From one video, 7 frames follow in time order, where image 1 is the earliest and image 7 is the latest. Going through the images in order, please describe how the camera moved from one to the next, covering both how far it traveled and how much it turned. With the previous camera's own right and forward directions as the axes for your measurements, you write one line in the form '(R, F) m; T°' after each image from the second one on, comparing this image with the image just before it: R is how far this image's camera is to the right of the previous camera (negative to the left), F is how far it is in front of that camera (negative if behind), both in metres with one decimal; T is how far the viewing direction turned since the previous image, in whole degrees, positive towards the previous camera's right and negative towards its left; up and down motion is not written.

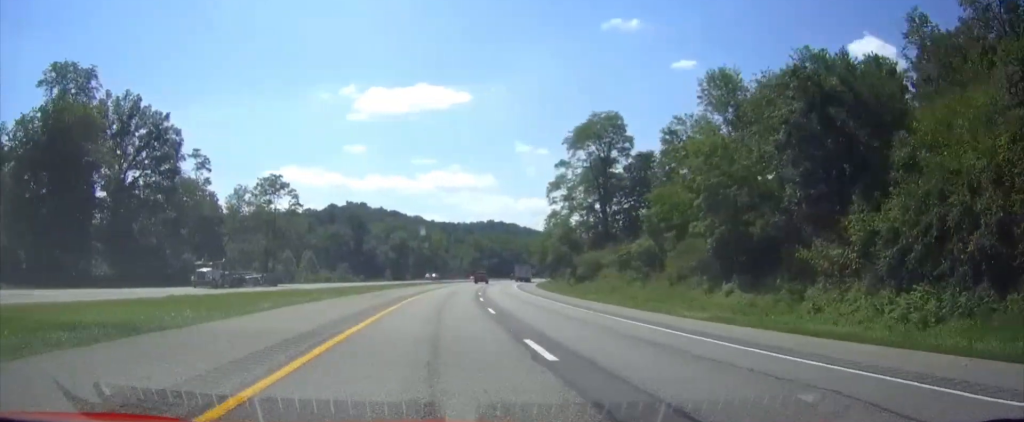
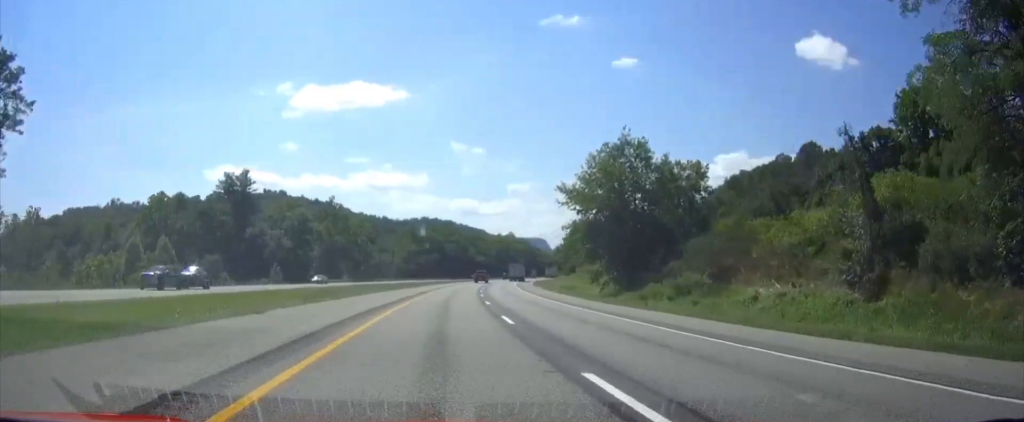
(+4.0, +77.5) m; +6°
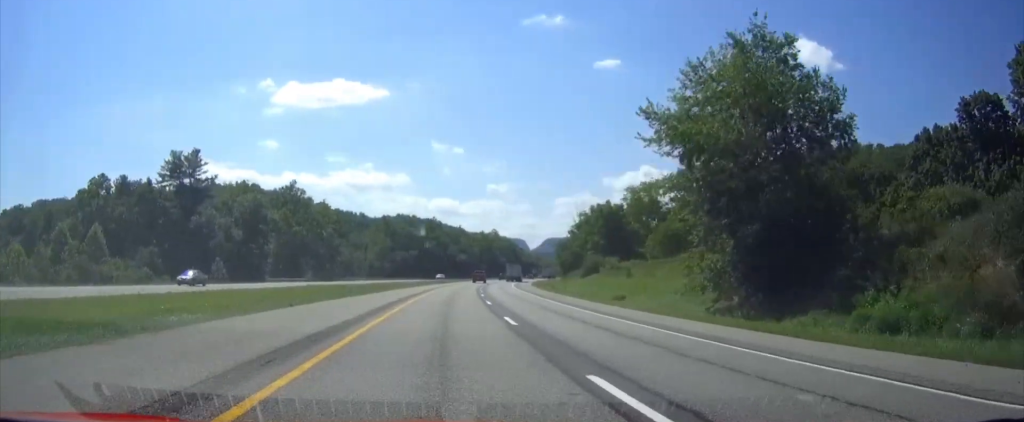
(+0.4, +24.6) m; +2°
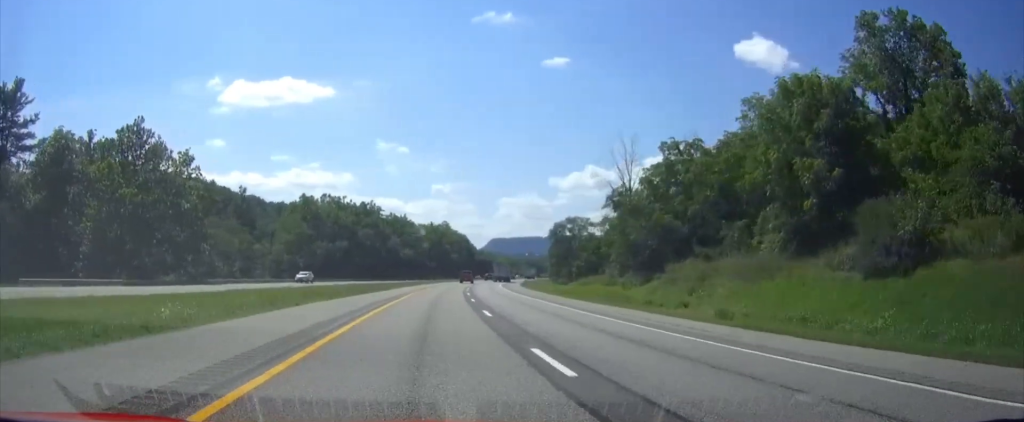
(+1.9, +58.0) m; +4°
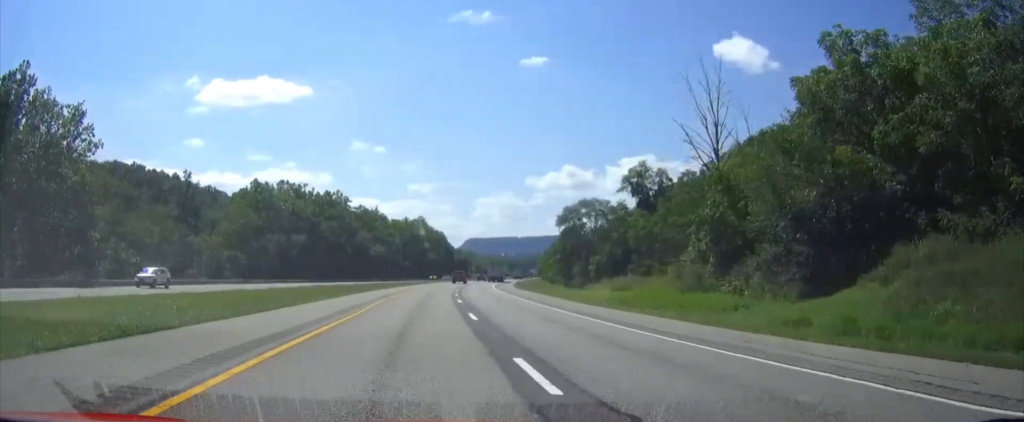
(+0.5, +25.6) m; +2°
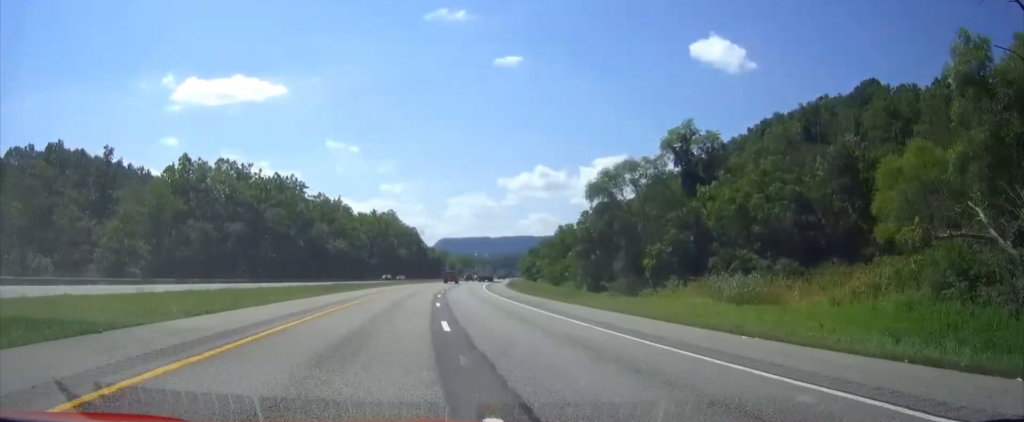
(+0.7, +28.8) m; +2°
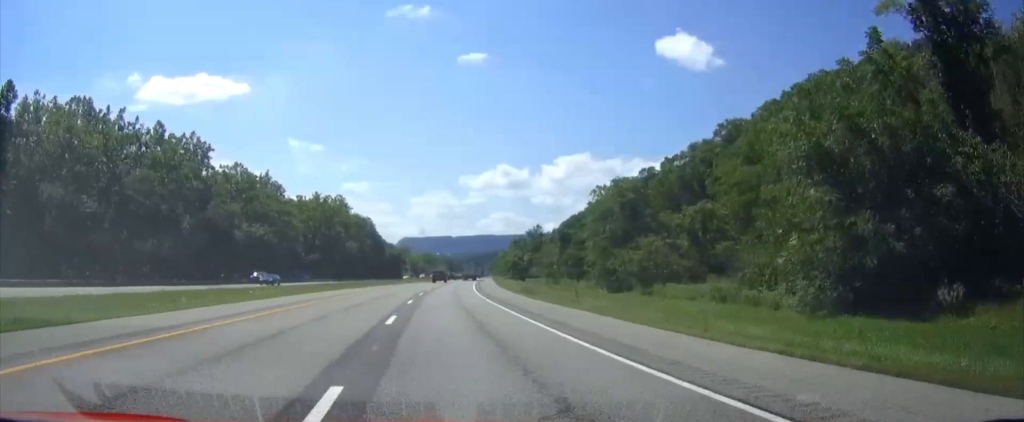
(+1.5, +47.3) m; +4°
